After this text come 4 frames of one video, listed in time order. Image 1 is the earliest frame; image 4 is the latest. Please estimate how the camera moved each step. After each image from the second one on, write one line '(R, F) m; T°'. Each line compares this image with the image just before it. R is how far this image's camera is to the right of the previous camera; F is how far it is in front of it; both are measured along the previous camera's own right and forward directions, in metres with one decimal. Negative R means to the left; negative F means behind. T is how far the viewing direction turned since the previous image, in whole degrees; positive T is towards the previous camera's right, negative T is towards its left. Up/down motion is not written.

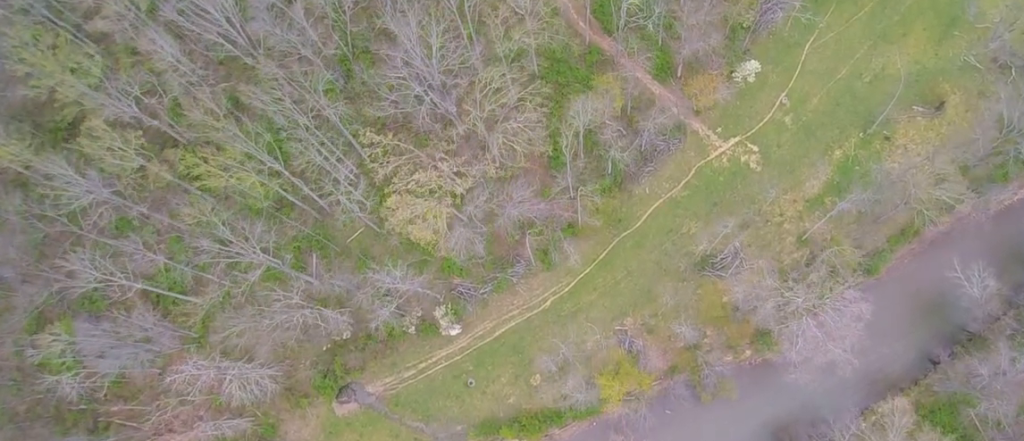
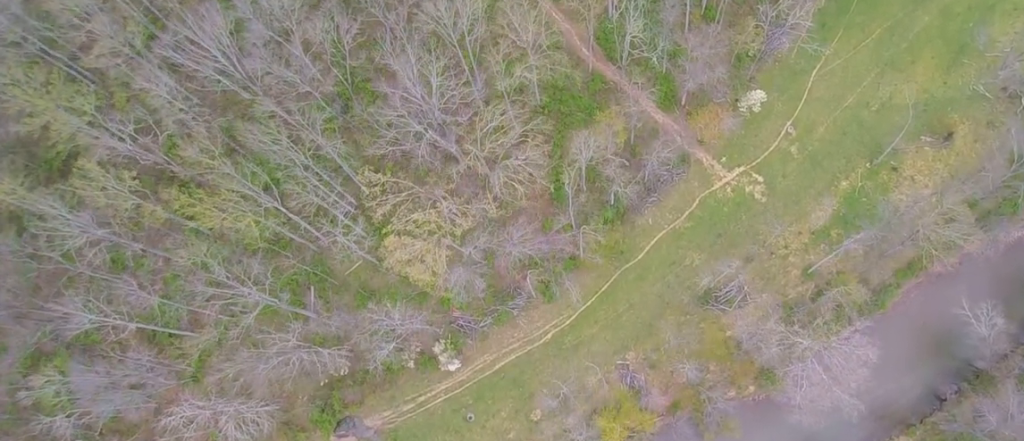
(0.0, +6.2) m; 0°
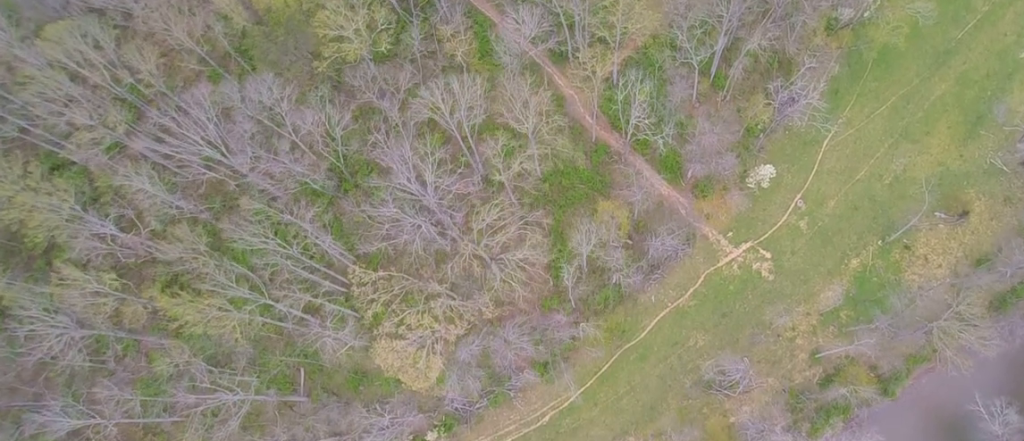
(-0.1, +16.7) m; 0°
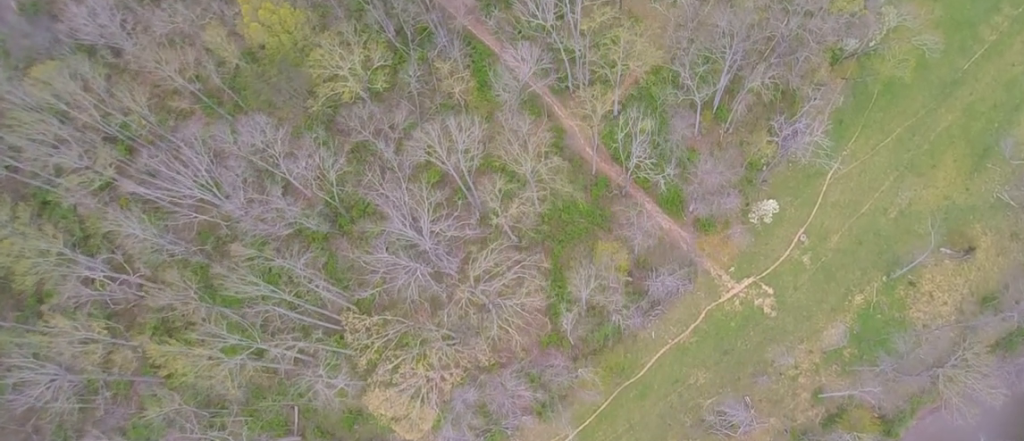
(0.0, +8.4) m; 0°
